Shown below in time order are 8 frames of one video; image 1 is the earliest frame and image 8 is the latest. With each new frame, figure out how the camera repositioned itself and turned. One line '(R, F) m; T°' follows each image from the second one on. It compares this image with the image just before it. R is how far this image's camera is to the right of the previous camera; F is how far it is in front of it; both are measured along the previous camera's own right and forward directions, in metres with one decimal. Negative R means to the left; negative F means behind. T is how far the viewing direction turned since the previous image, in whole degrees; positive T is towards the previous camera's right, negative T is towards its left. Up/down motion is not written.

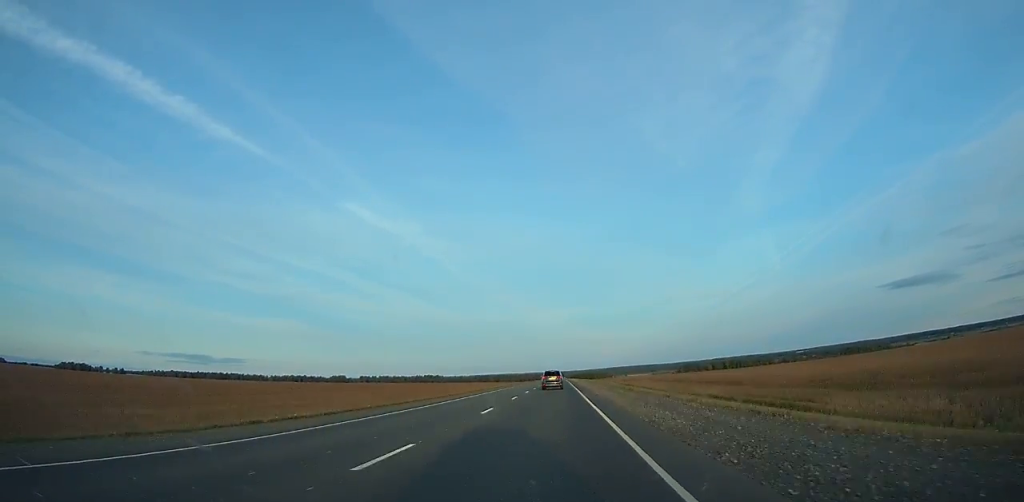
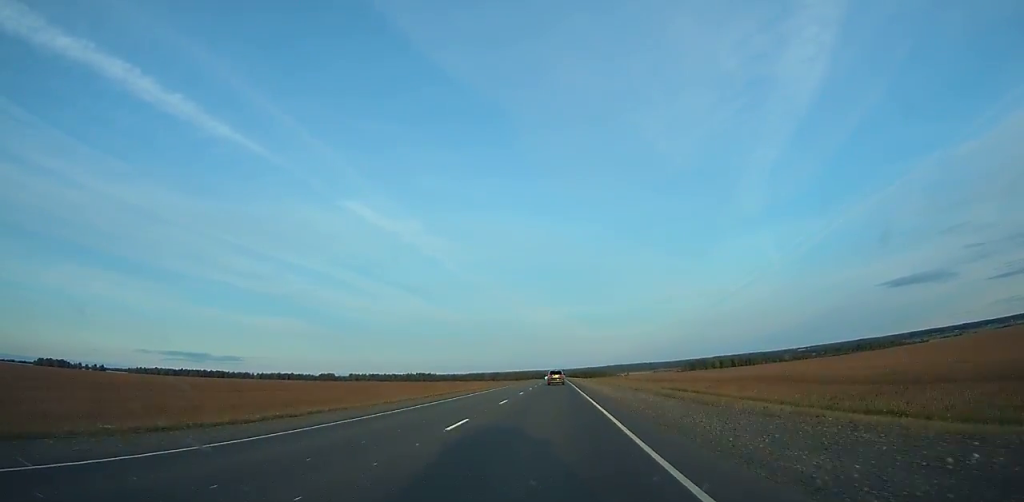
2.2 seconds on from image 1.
(0.0, +66.2) m; 0°
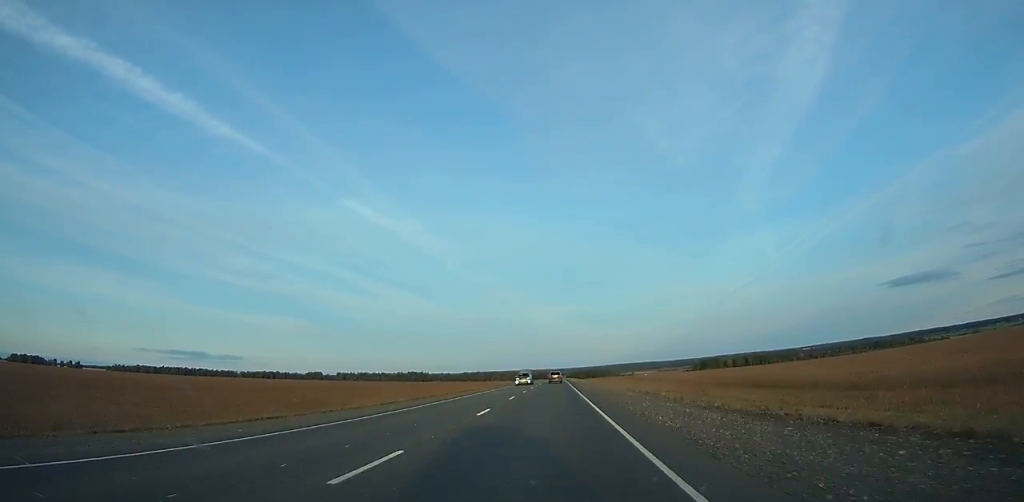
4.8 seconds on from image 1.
(0.0, +78.0) m; 0°
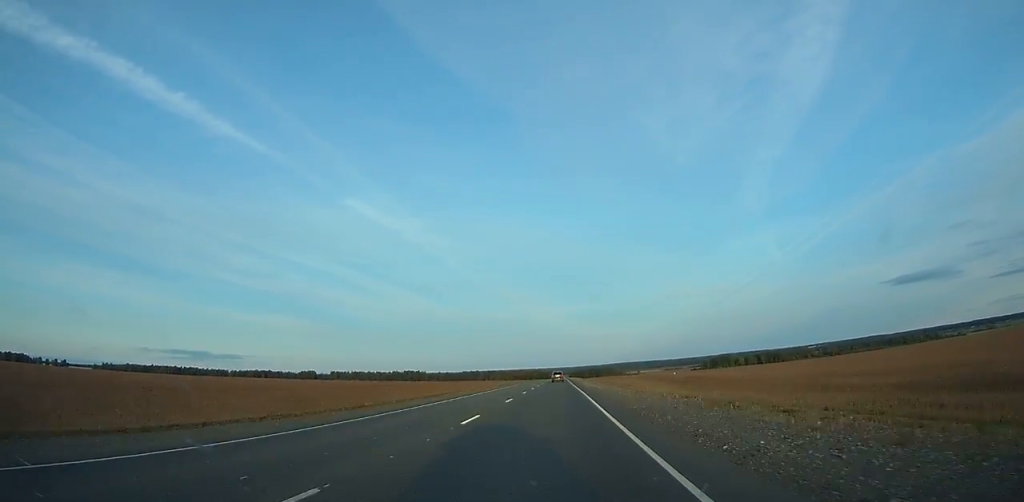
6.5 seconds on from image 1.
(+0.1, +50.9) m; 0°
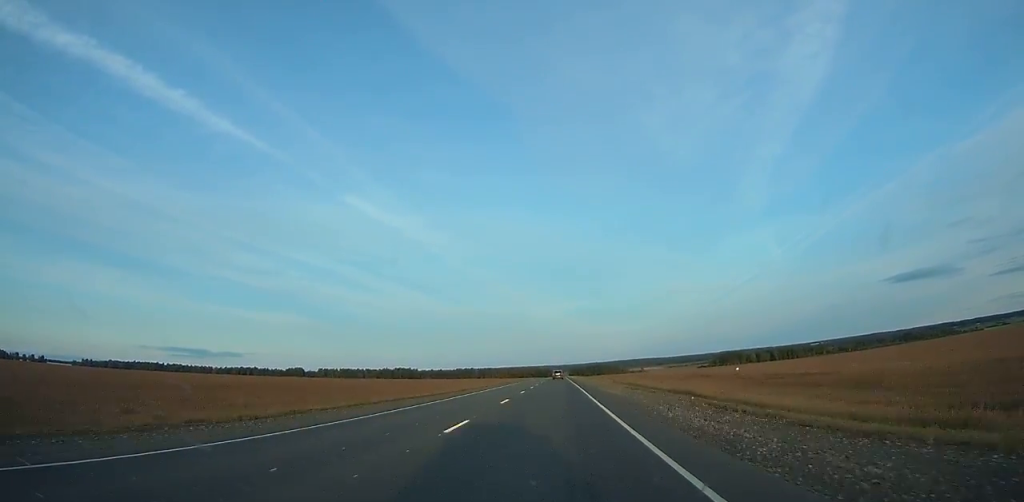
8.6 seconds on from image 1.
(-0.3, +61.8) m; 0°
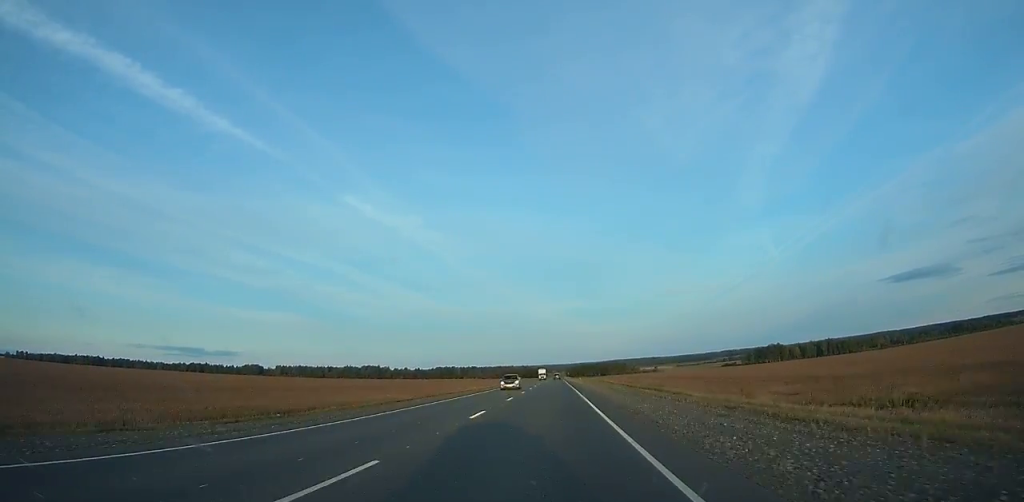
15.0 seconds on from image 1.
(+0.4, +180.6) m; 0°
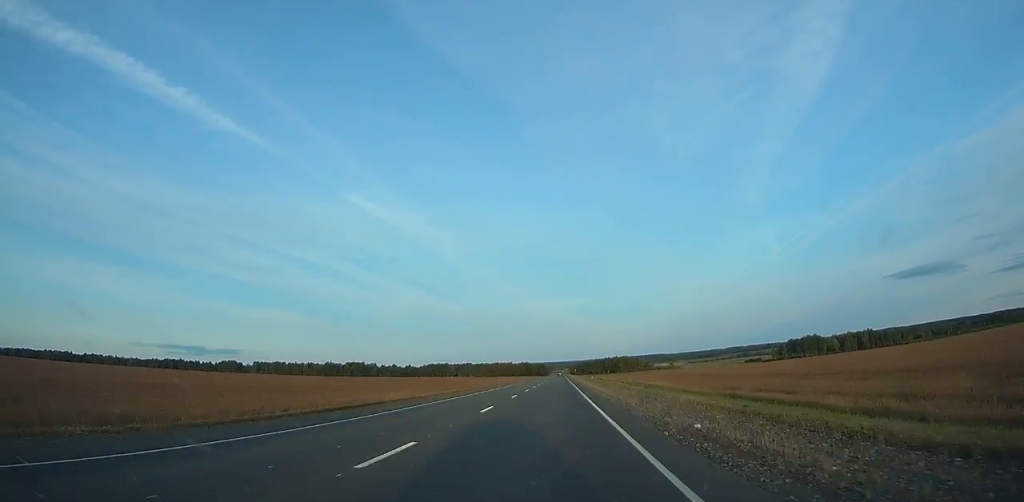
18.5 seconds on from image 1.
(-0.2, +94.2) m; 0°
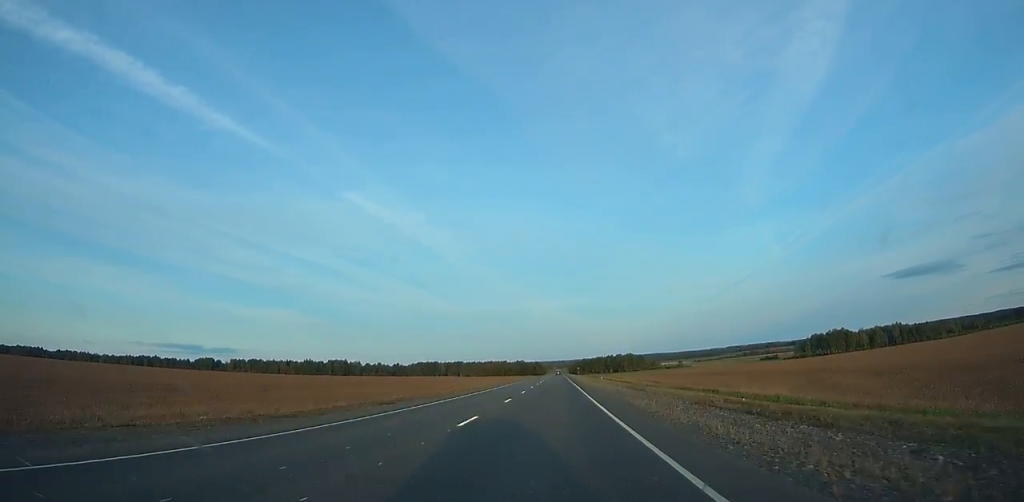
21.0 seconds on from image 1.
(+0.2, +65.5) m; 0°
